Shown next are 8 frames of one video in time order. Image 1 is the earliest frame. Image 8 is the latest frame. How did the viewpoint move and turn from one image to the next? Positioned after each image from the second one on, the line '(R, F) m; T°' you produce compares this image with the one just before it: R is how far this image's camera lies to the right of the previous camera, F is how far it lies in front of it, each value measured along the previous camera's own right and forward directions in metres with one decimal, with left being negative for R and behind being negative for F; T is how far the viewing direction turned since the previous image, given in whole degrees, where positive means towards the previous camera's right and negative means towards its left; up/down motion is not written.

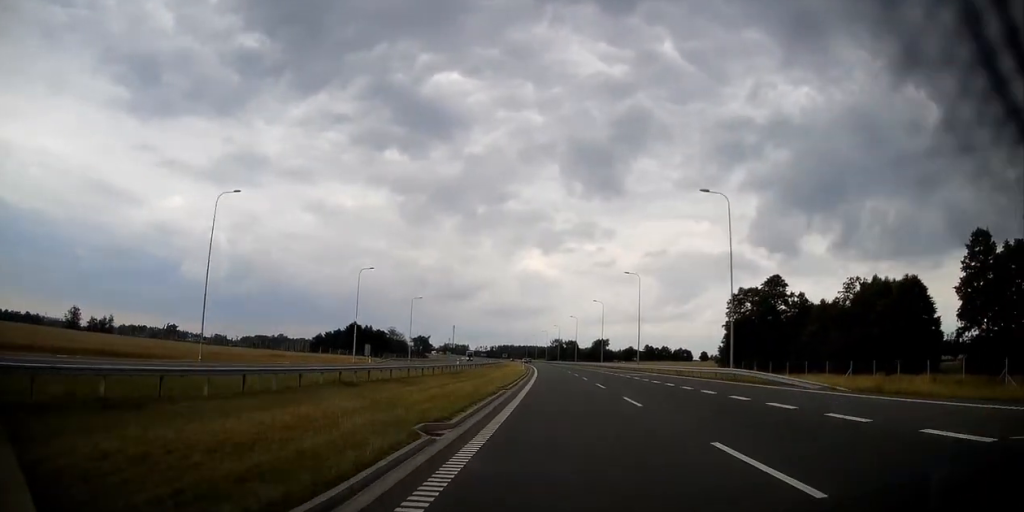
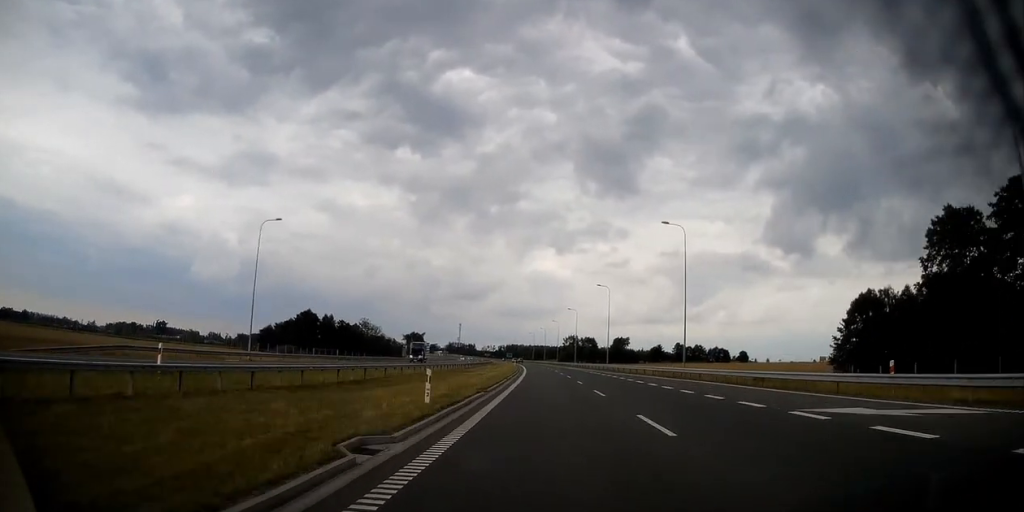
(-1.2, +66.6) m; -2°
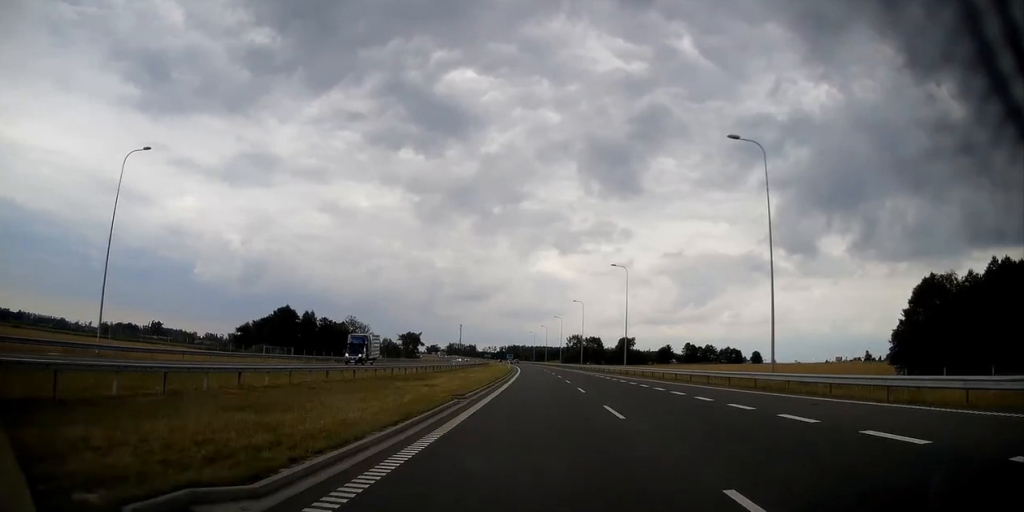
(0.0, +20.2) m; 0°
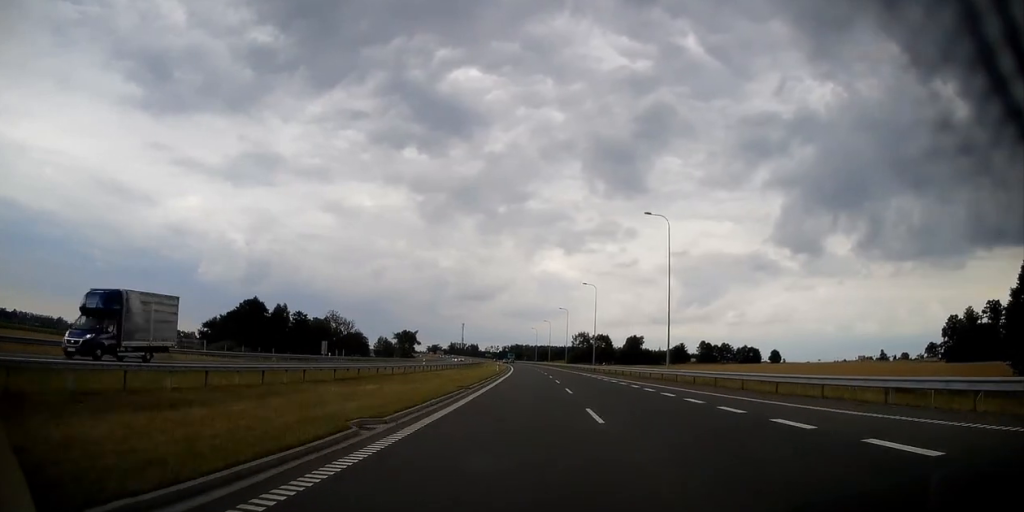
(0.0, +24.9) m; 0°
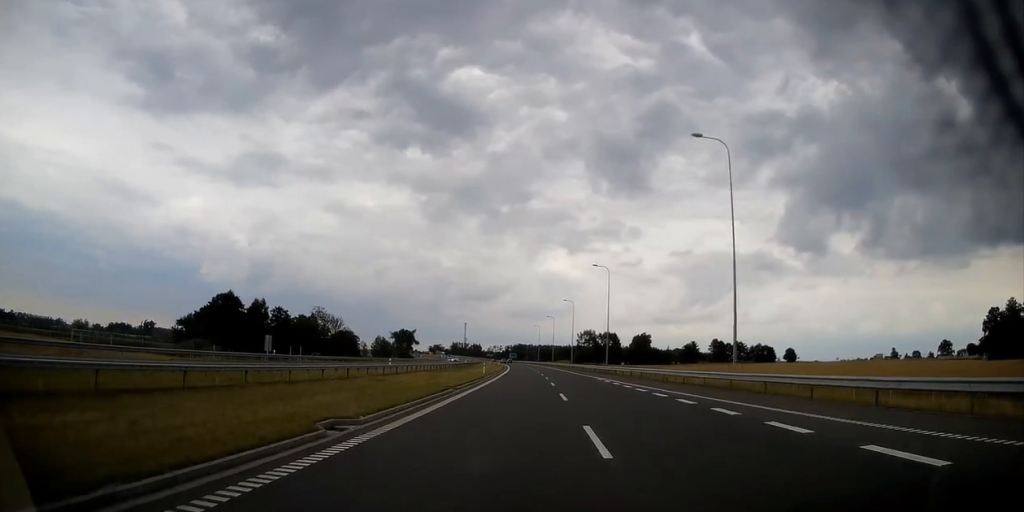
(-0.1, +16.6) m; 0°
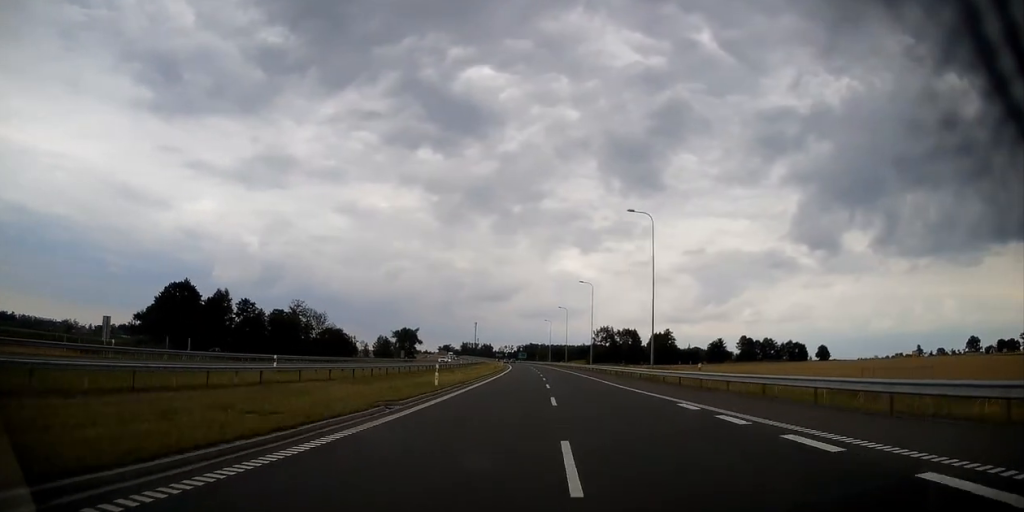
(-0.1, +26.1) m; -1°
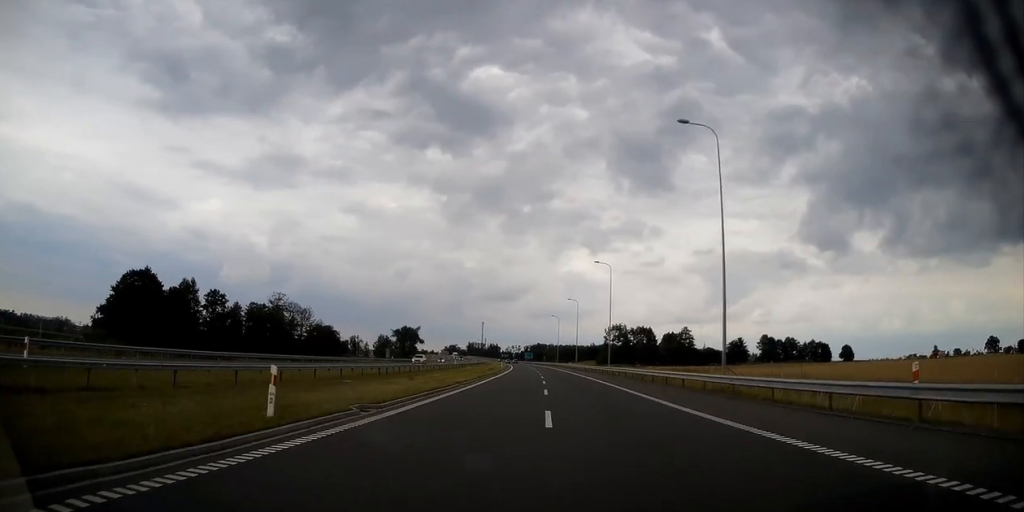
(-0.1, +17.8) m; -1°
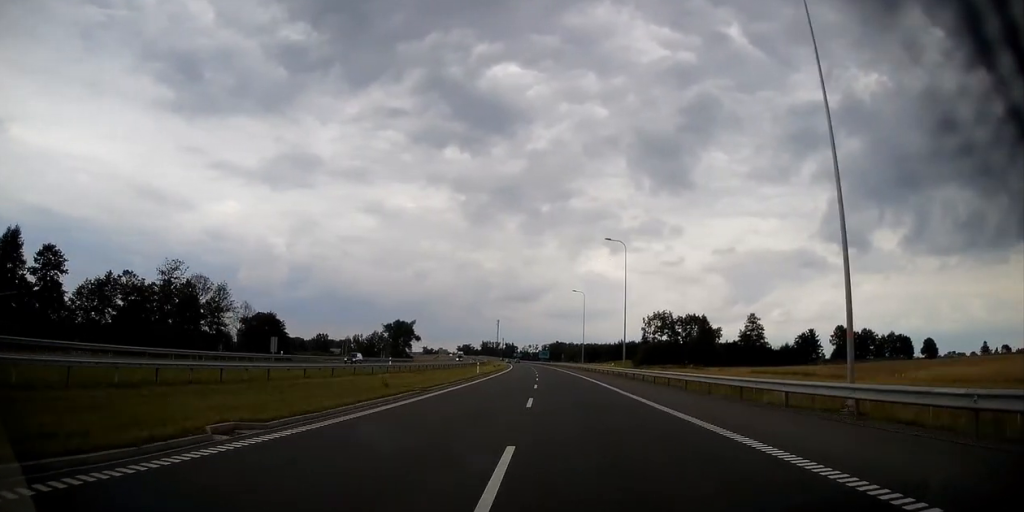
(-1.0, +54.6) m; -2°
